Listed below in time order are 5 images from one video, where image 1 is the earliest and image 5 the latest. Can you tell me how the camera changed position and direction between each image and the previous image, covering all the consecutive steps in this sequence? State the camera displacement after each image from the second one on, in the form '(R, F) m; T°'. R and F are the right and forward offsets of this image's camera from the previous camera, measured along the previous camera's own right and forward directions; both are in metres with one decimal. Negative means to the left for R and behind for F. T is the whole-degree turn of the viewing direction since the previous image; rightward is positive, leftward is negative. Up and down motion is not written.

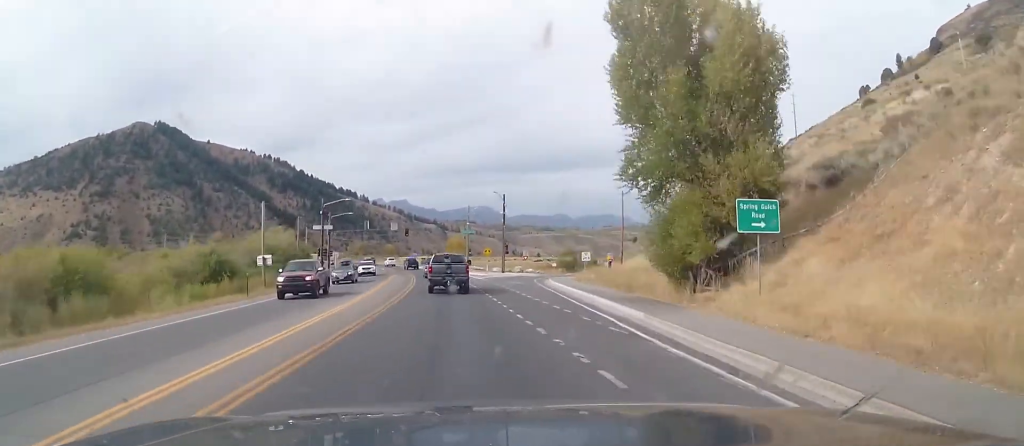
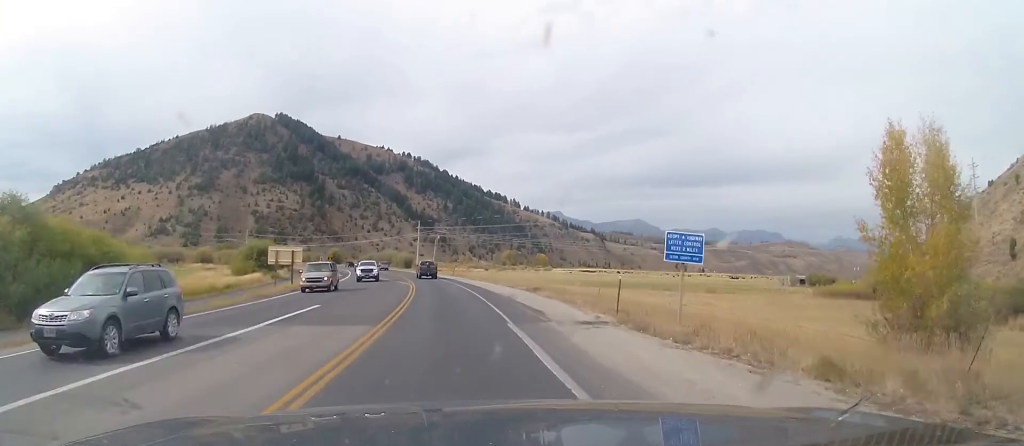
(-22.0, +139.2) m; -19°
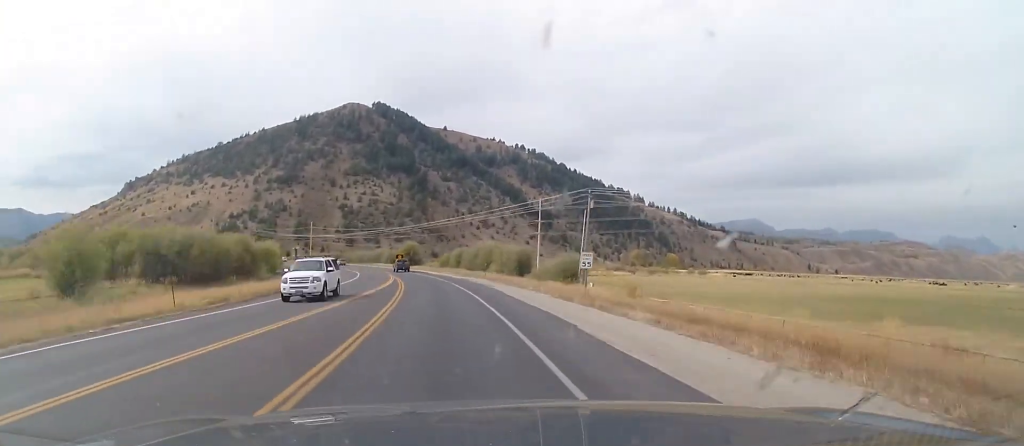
(-6.4, +82.0) m; -12°
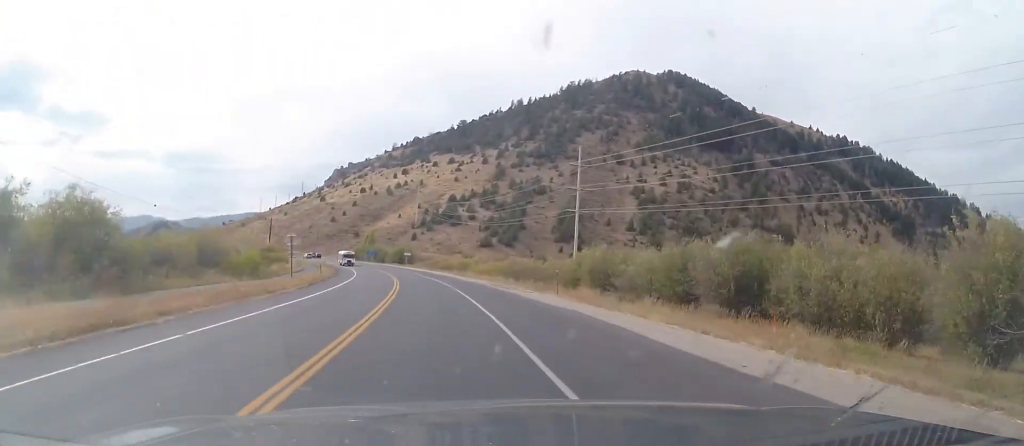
(-53.1, +205.8) m; -29°
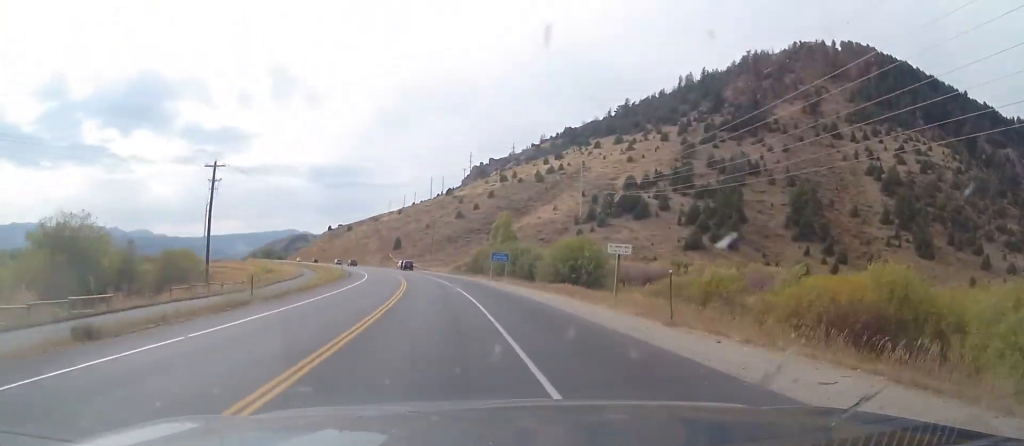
(-11.5, +95.9) m; -13°
